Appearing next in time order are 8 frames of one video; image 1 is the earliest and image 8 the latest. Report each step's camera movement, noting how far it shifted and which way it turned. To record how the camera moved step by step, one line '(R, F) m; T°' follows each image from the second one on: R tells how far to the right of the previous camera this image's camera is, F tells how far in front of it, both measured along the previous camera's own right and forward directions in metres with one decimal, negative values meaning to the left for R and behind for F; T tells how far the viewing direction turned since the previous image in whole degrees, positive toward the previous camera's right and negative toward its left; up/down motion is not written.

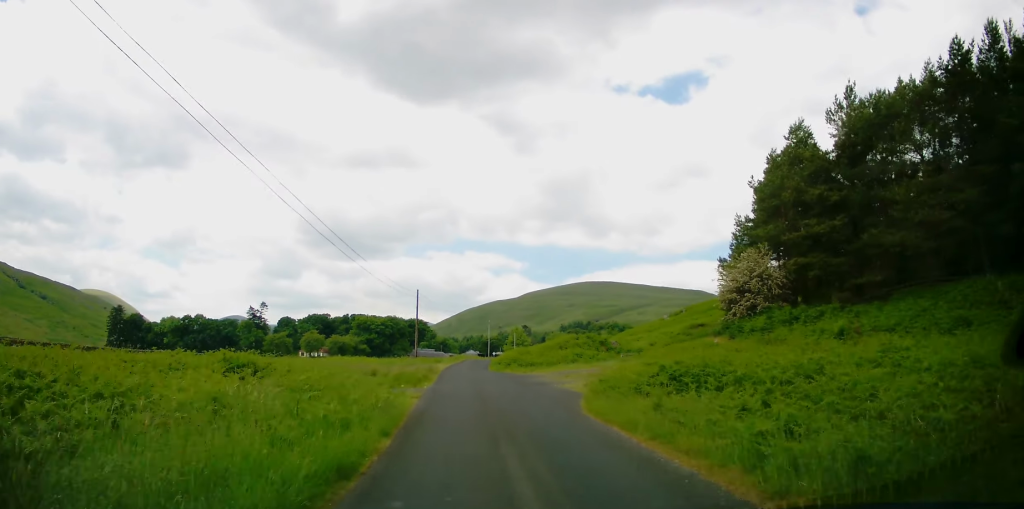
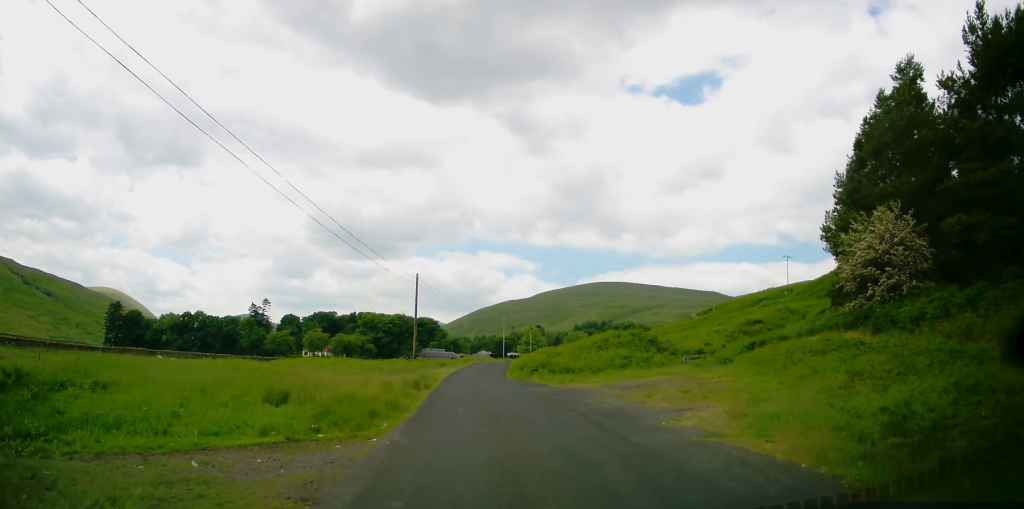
(-0.1, +13.5) m; -3°
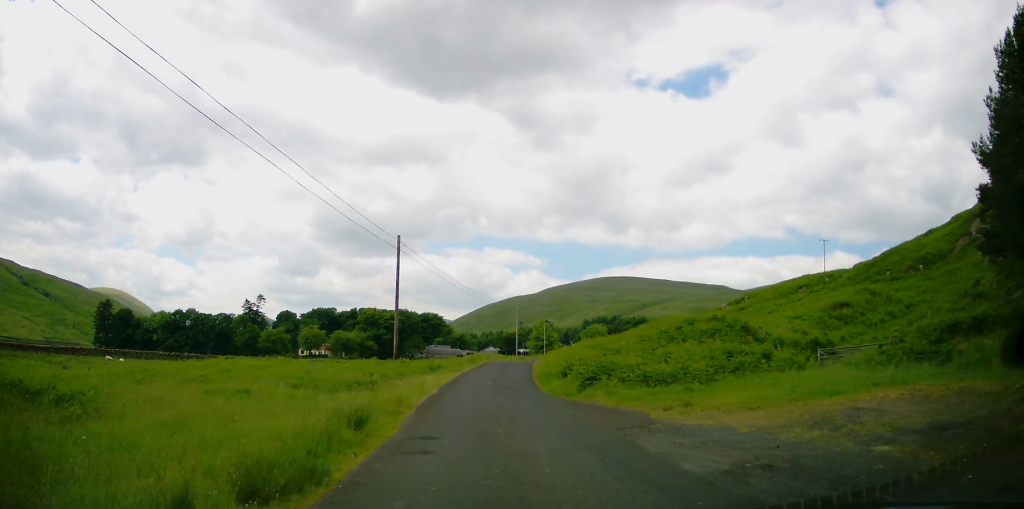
(-0.6, +16.4) m; -1°
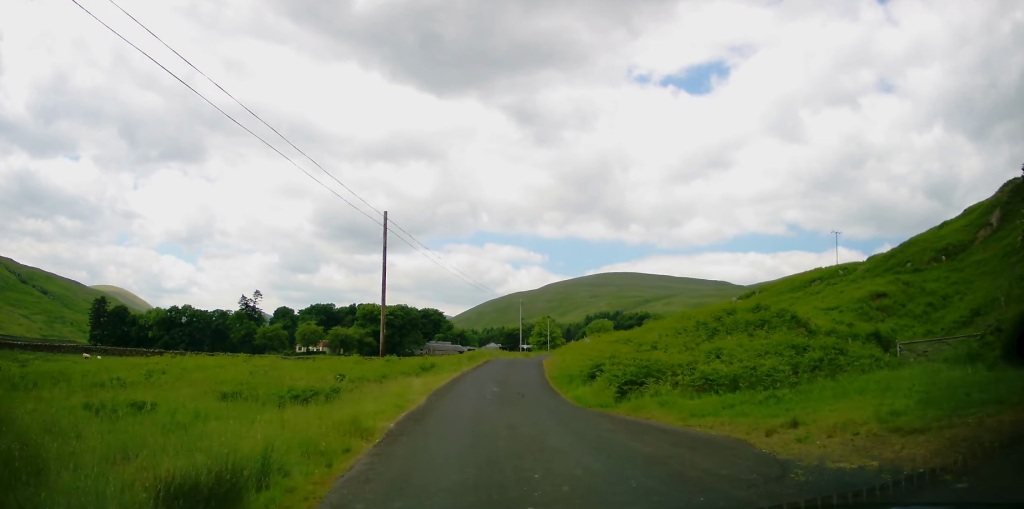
(-0.1, +5.6) m; +1°
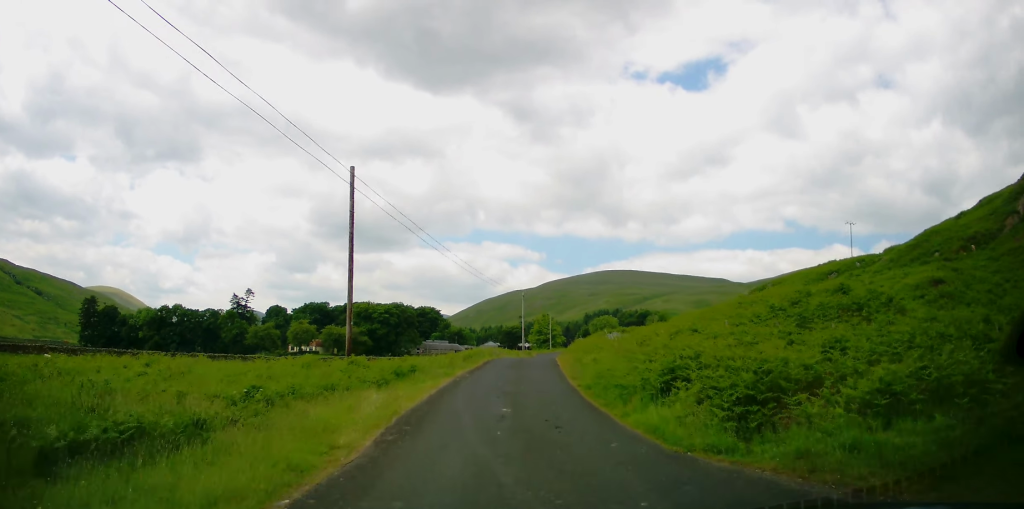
(+0.3, +7.6) m; 0°
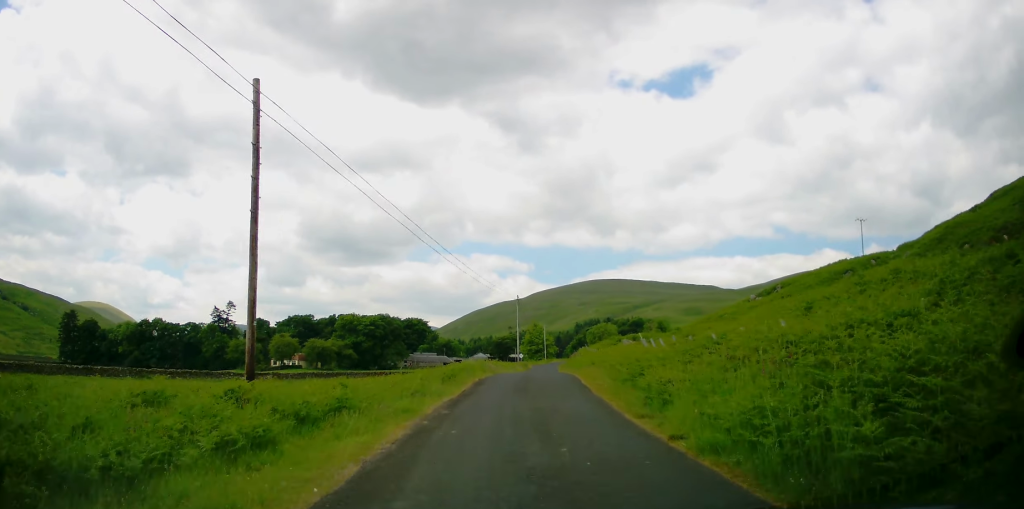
(+0.1, +9.3) m; +1°
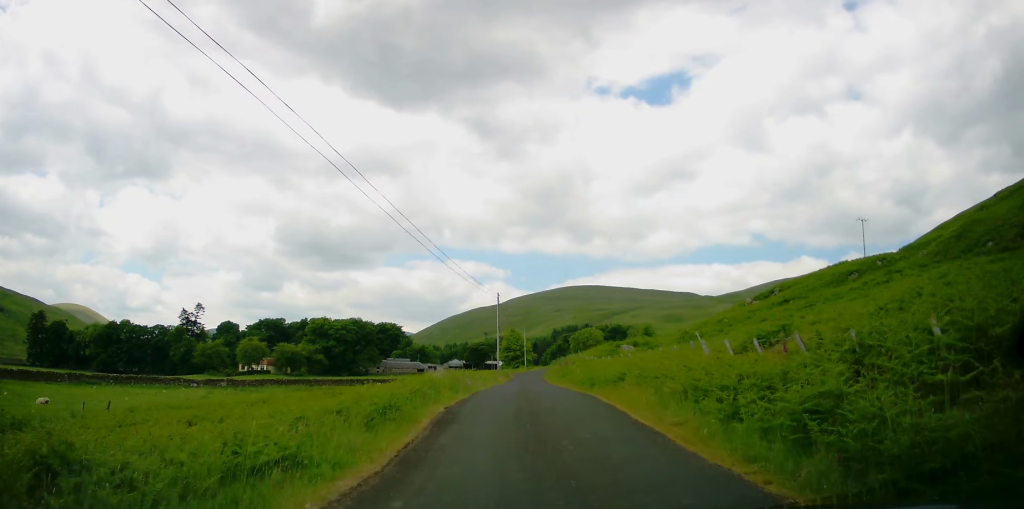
(-0.5, +8.8) m; +2°
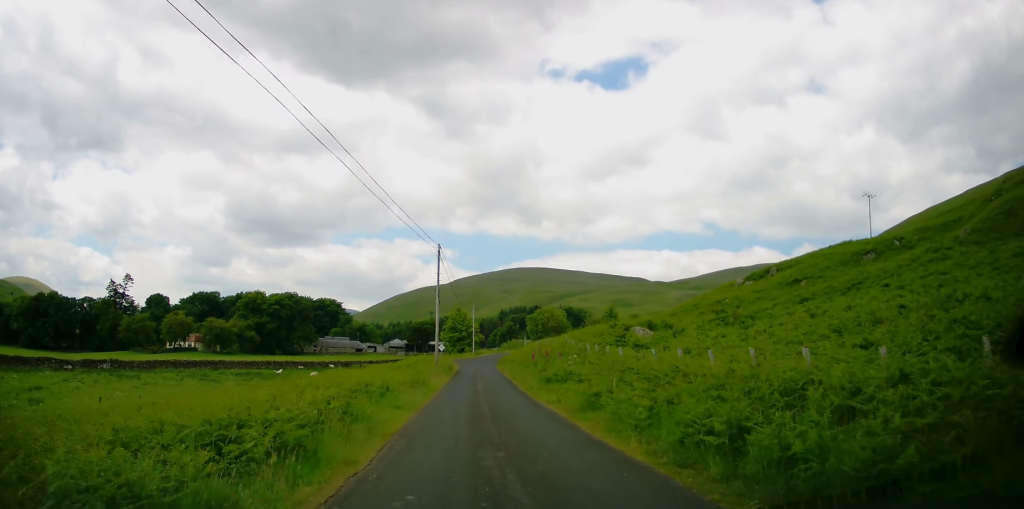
(+1.2, +17.8) m; +2°
